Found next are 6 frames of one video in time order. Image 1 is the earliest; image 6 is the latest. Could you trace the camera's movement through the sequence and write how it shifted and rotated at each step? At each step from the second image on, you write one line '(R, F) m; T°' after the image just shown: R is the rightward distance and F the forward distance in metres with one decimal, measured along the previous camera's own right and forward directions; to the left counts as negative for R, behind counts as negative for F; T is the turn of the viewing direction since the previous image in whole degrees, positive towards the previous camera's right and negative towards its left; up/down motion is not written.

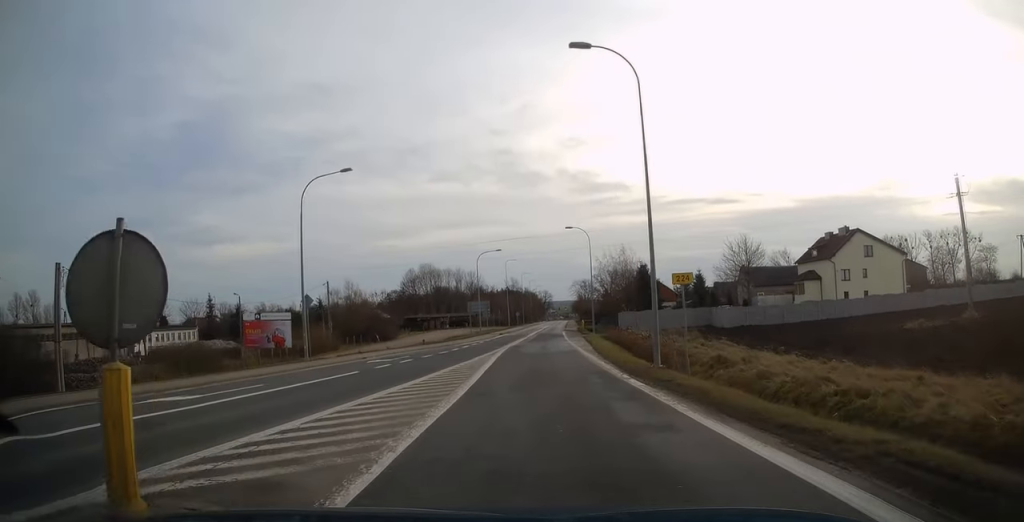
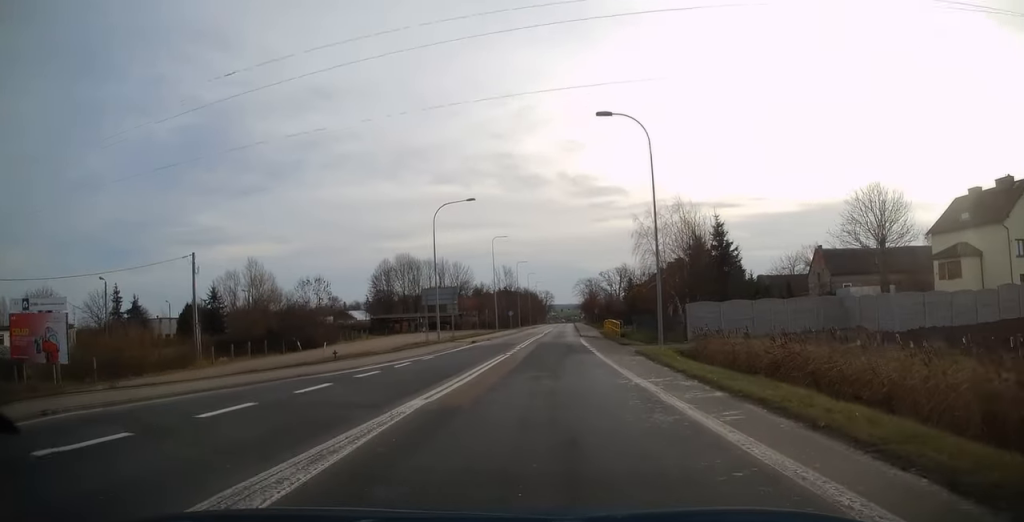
(-0.6, +31.1) m; -1°
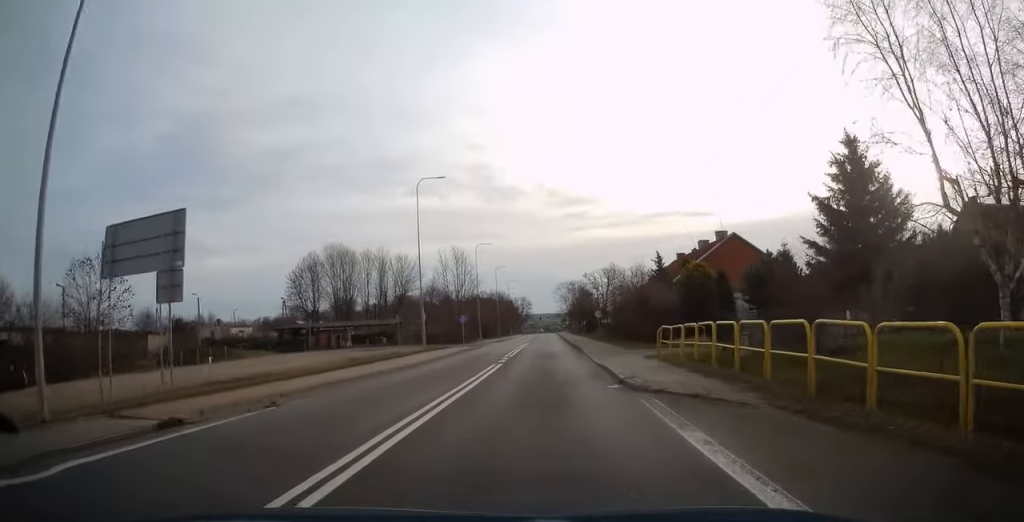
(+0.1, +35.6) m; +1°
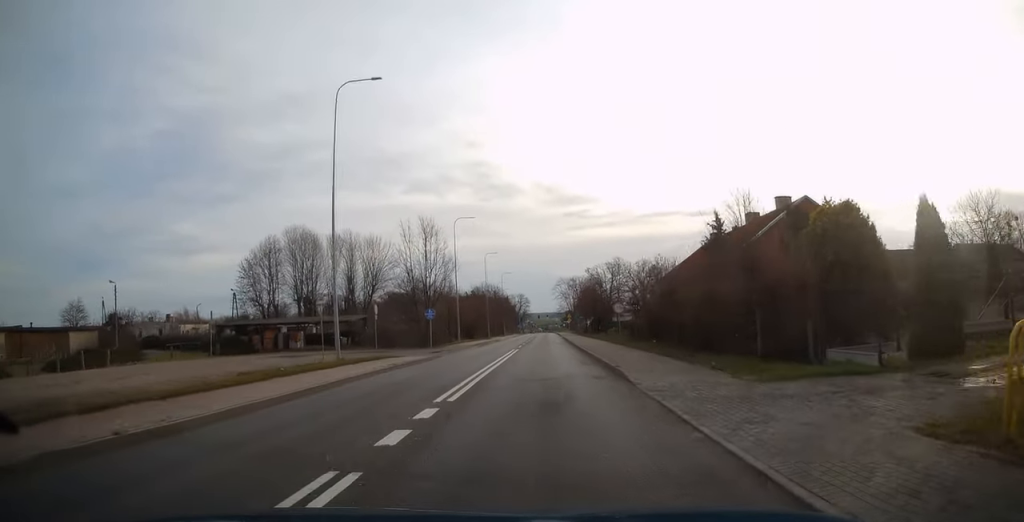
(+0.4, +17.5) m; +1°
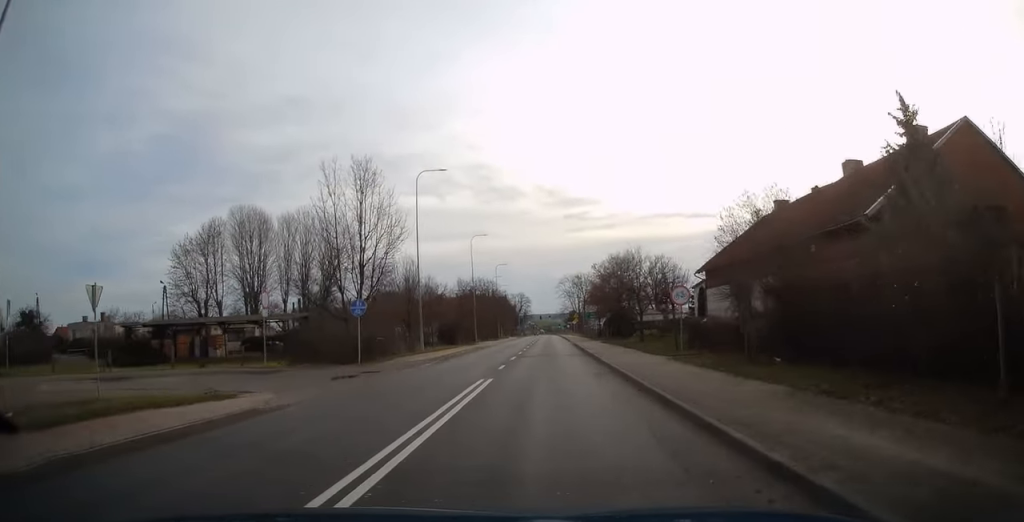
(0.0, +18.7) m; 0°
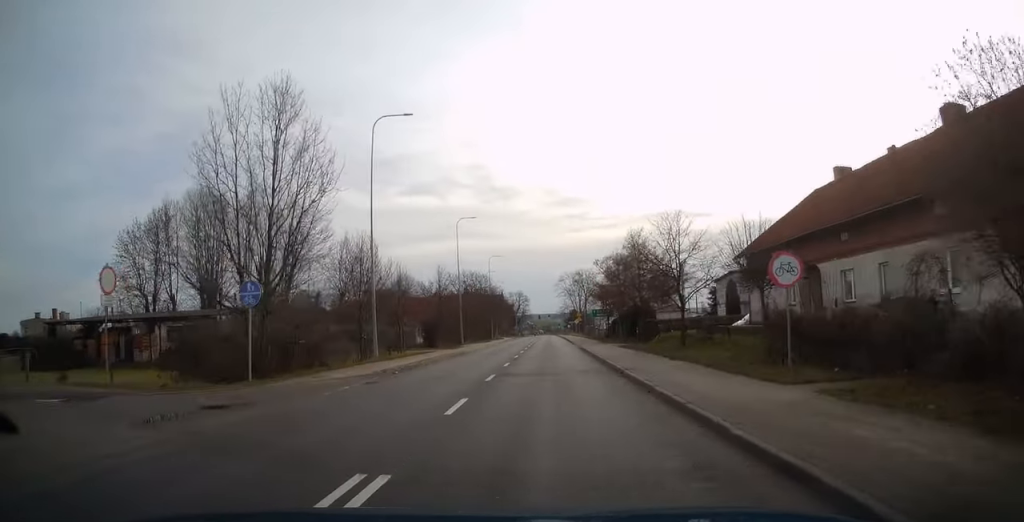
(0.0, +10.8) m; 0°
